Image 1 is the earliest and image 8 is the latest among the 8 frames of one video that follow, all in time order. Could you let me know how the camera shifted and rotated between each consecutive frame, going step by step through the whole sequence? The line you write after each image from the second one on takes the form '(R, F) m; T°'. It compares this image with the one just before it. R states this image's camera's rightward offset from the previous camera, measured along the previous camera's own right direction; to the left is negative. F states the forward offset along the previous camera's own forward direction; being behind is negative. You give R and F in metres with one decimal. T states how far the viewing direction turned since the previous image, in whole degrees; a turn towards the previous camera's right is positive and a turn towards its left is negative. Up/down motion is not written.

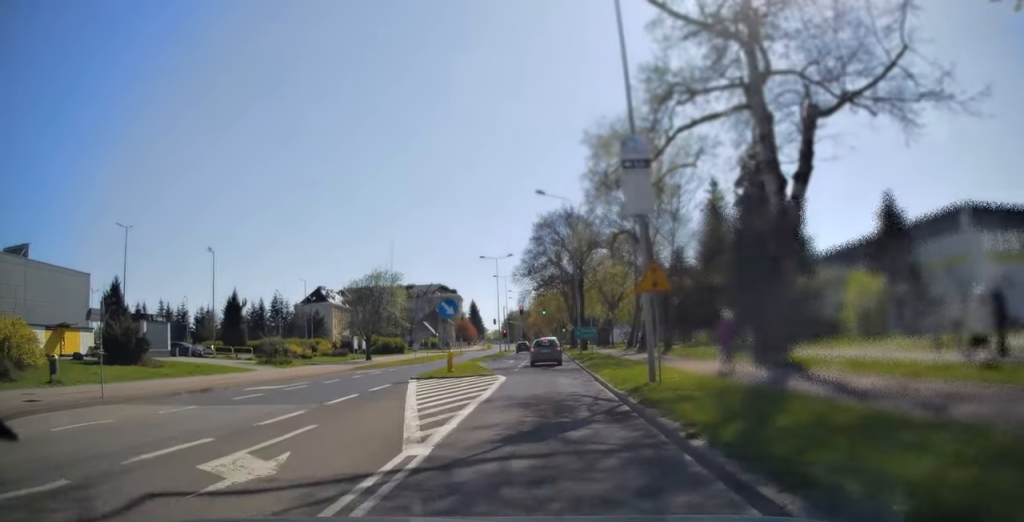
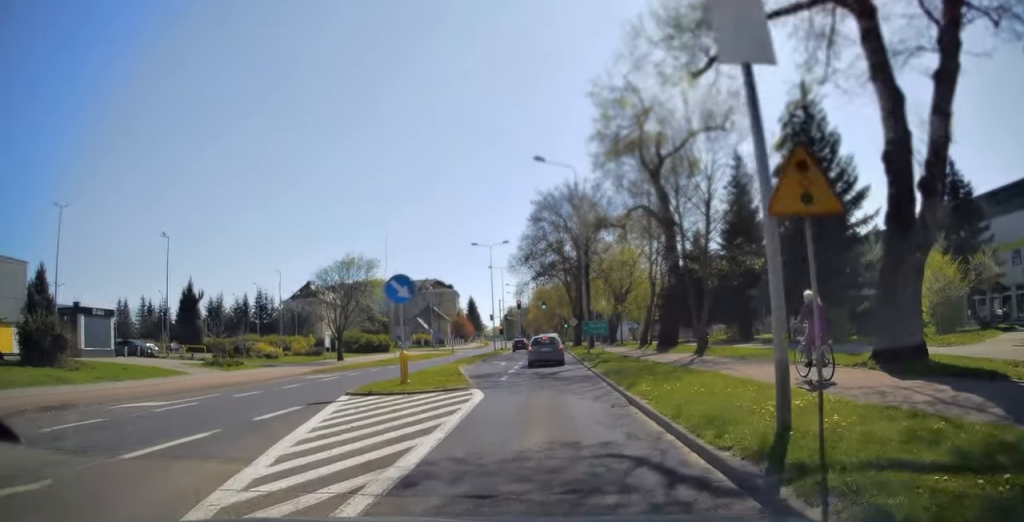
(0.0, +7.6) m; +1°
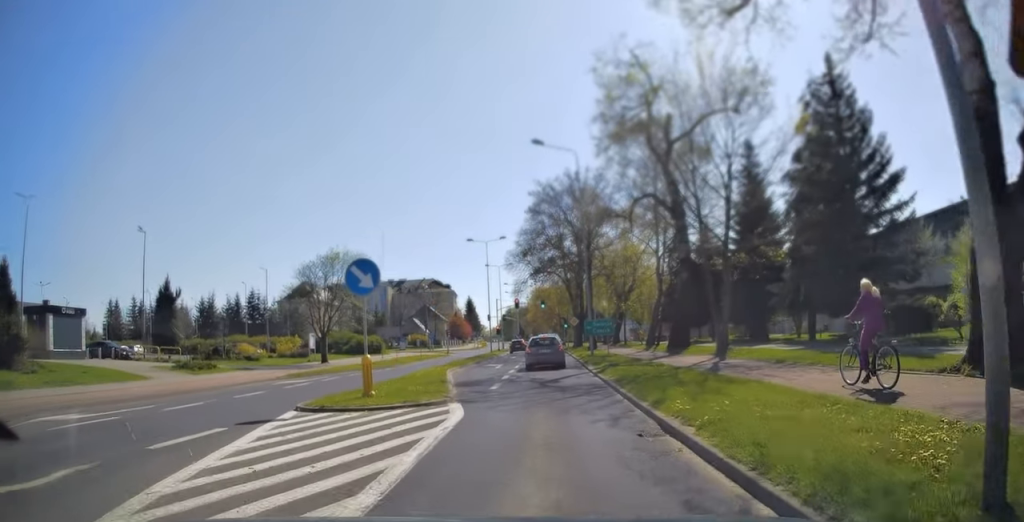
(0.0, +3.2) m; +1°
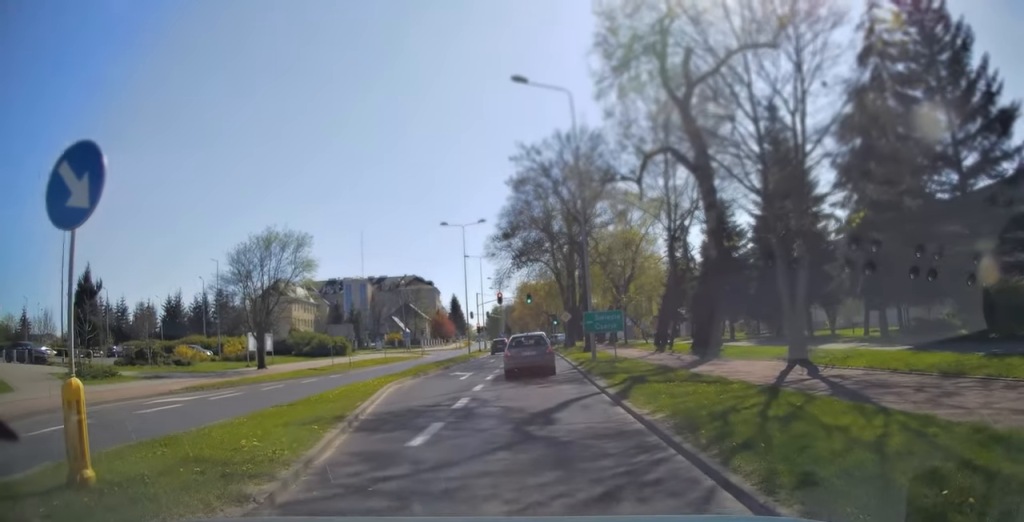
(+0.3, +8.1) m; +1°
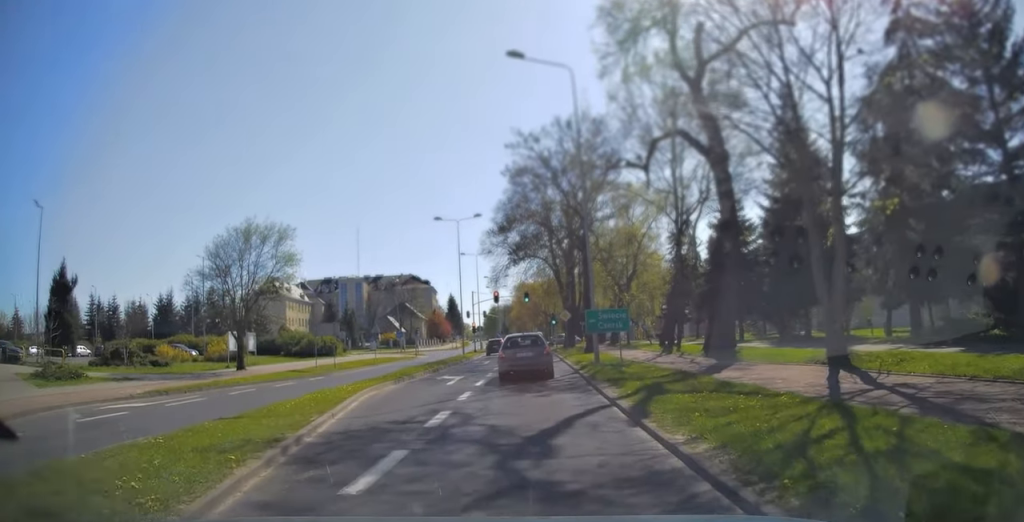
(-0.1, +2.3) m; 0°
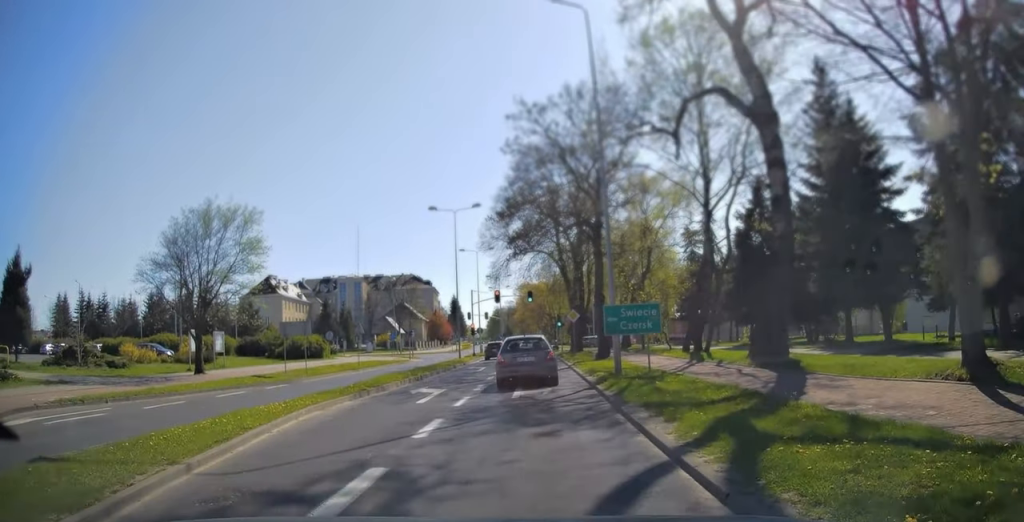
(0.0, +4.9) m; -1°
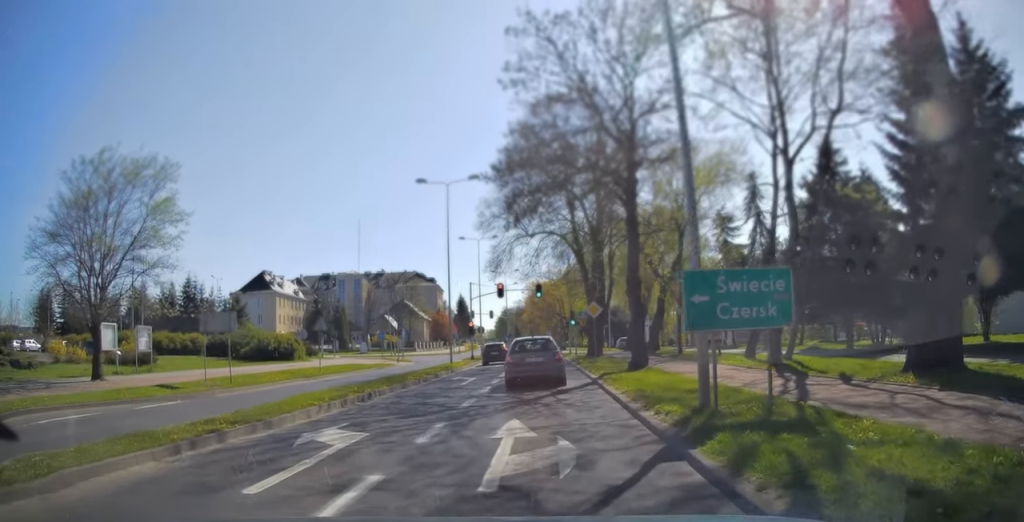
(-0.2, +8.7) m; -2°
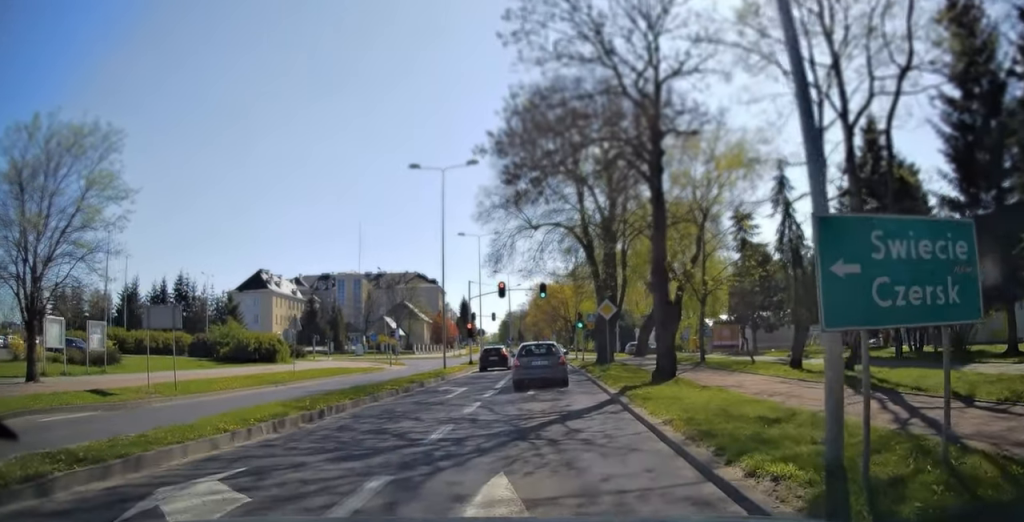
(0.0, +4.3) m; +1°
